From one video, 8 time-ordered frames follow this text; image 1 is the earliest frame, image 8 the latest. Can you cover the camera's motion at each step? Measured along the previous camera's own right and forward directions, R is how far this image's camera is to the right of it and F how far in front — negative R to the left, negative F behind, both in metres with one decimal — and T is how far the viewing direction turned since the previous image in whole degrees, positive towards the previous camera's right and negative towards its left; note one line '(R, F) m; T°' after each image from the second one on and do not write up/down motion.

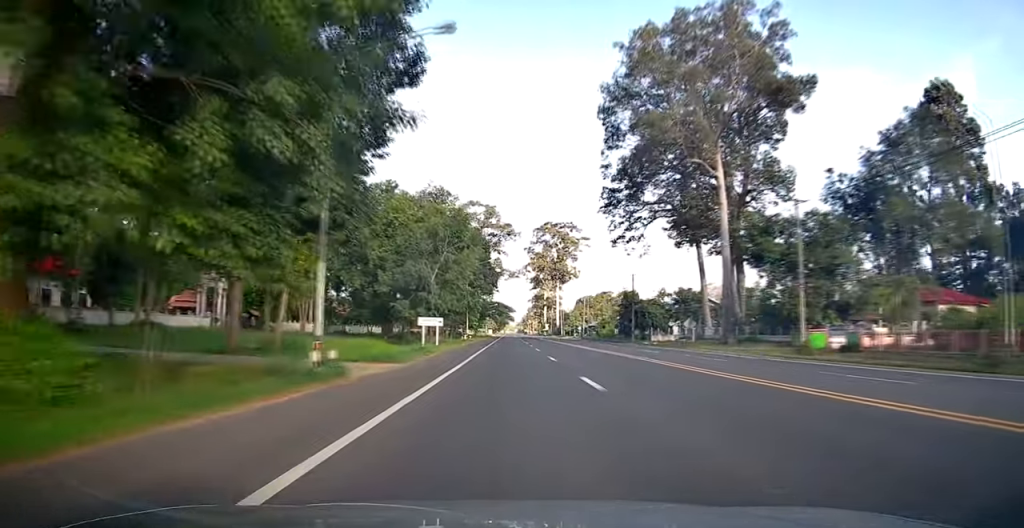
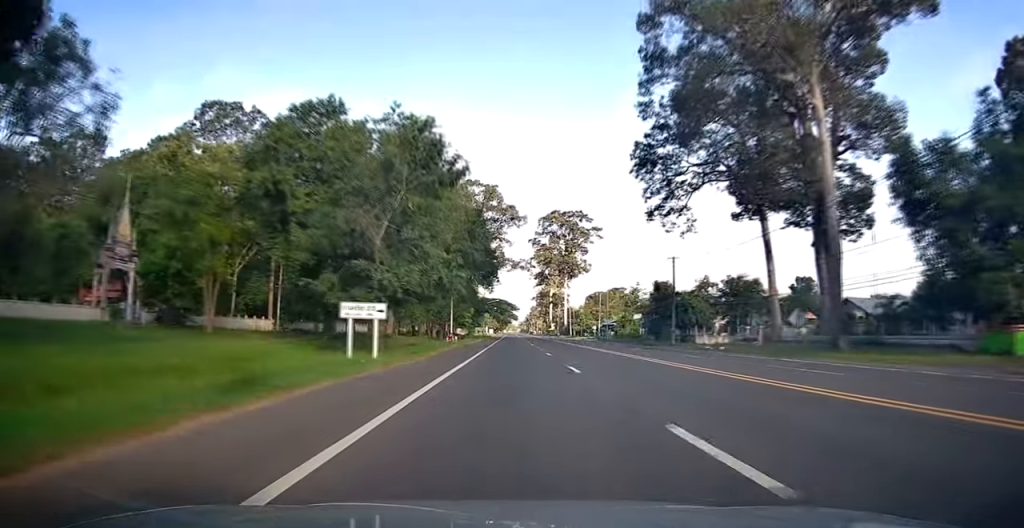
(0.0, +19.8) m; 0°
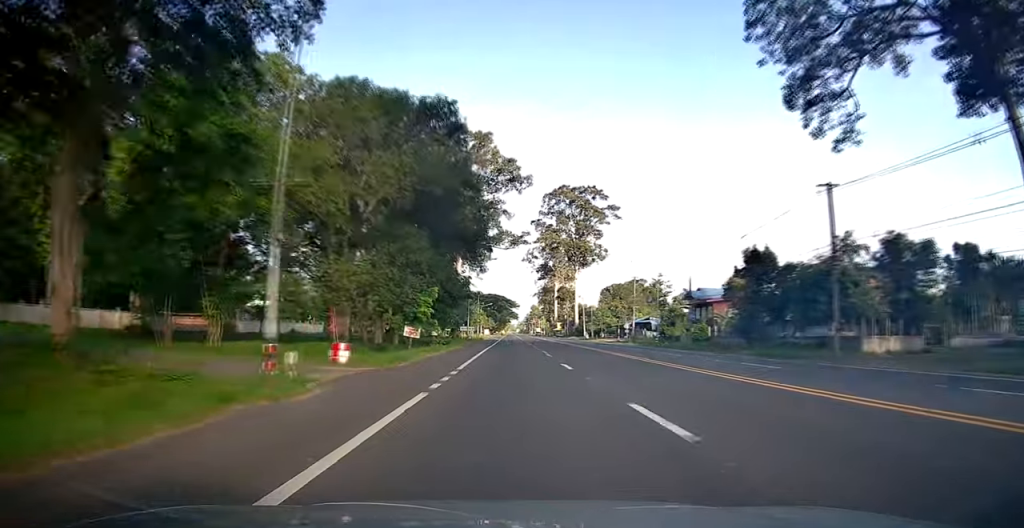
(+0.7, +33.3) m; +2°
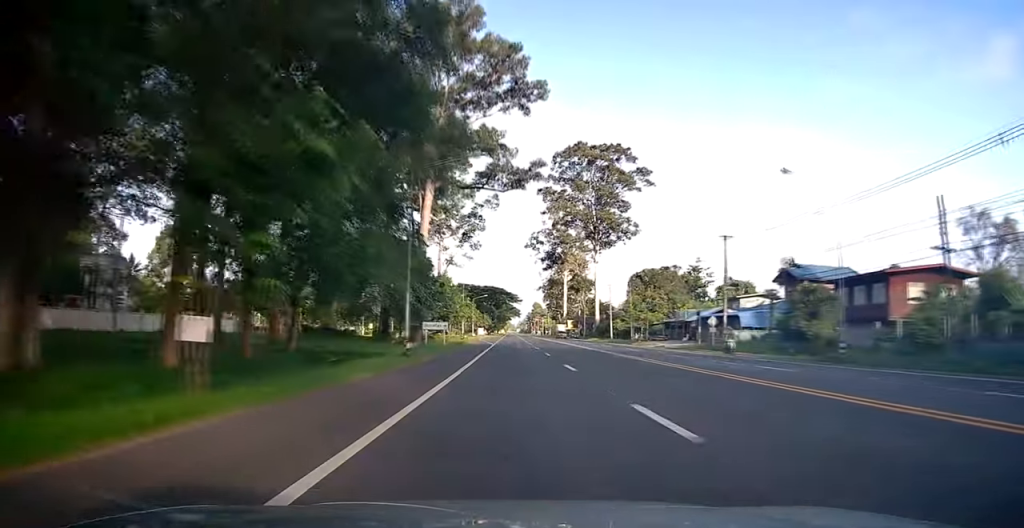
(-0.8, +36.0) m; -1°
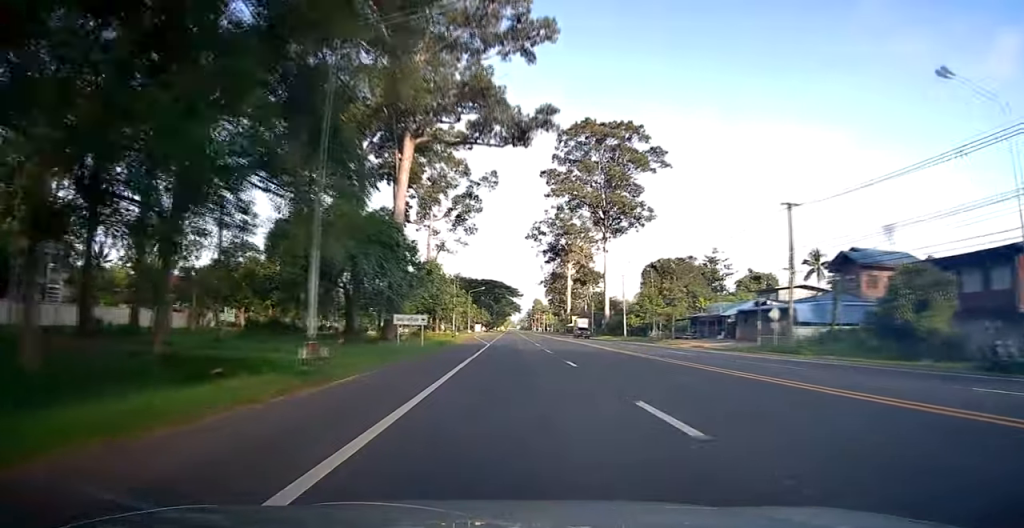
(+0.1, +12.0) m; +1°
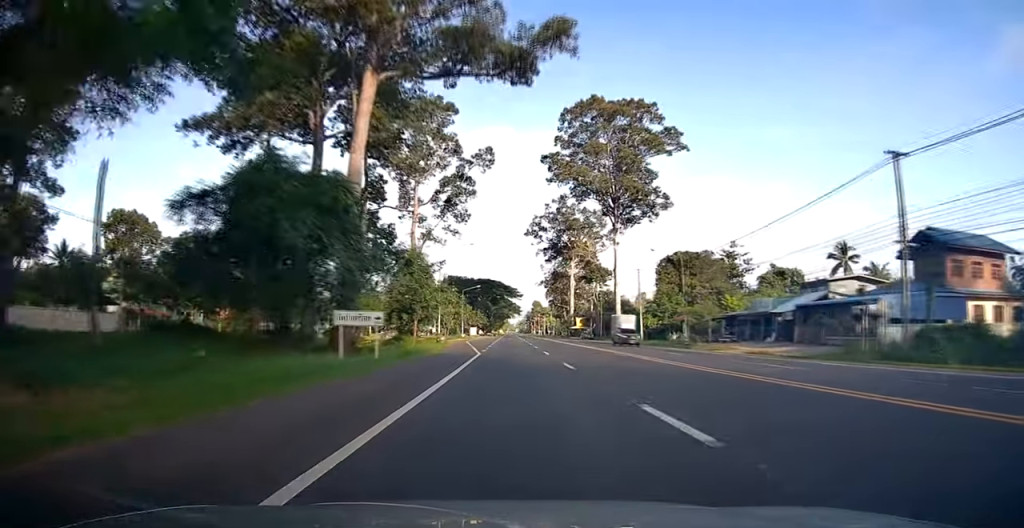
(+0.3, +12.0) m; 0°
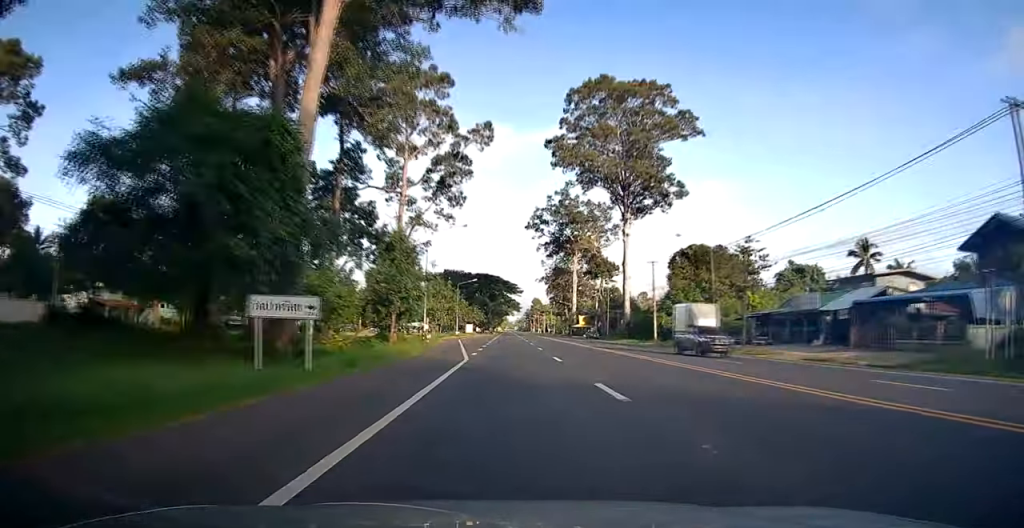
(-0.2, +8.0) m; -1°
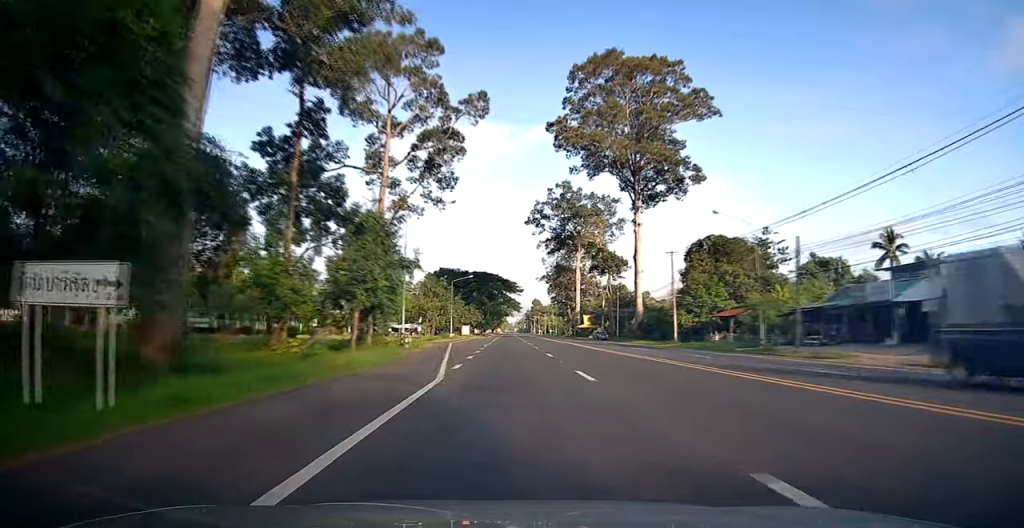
(-0.1, +8.6) m; -1°
